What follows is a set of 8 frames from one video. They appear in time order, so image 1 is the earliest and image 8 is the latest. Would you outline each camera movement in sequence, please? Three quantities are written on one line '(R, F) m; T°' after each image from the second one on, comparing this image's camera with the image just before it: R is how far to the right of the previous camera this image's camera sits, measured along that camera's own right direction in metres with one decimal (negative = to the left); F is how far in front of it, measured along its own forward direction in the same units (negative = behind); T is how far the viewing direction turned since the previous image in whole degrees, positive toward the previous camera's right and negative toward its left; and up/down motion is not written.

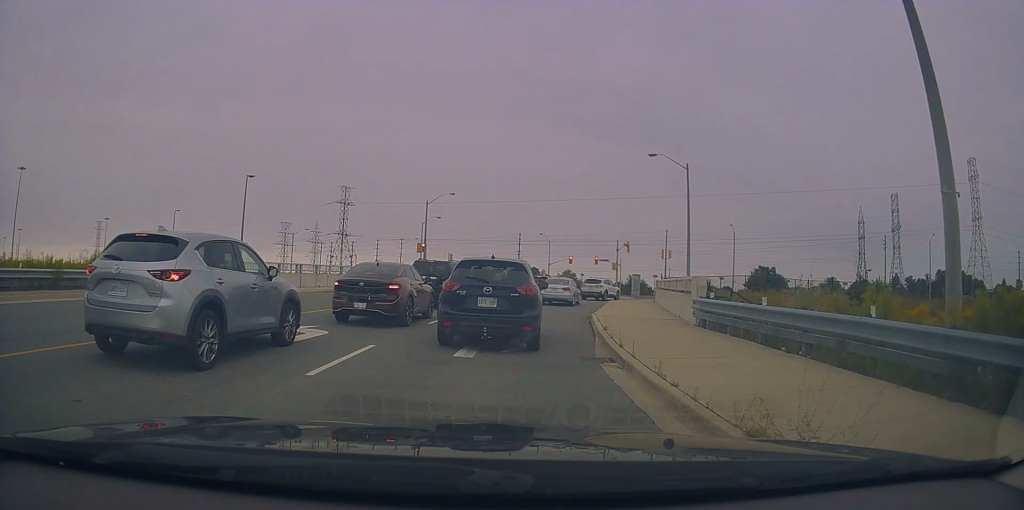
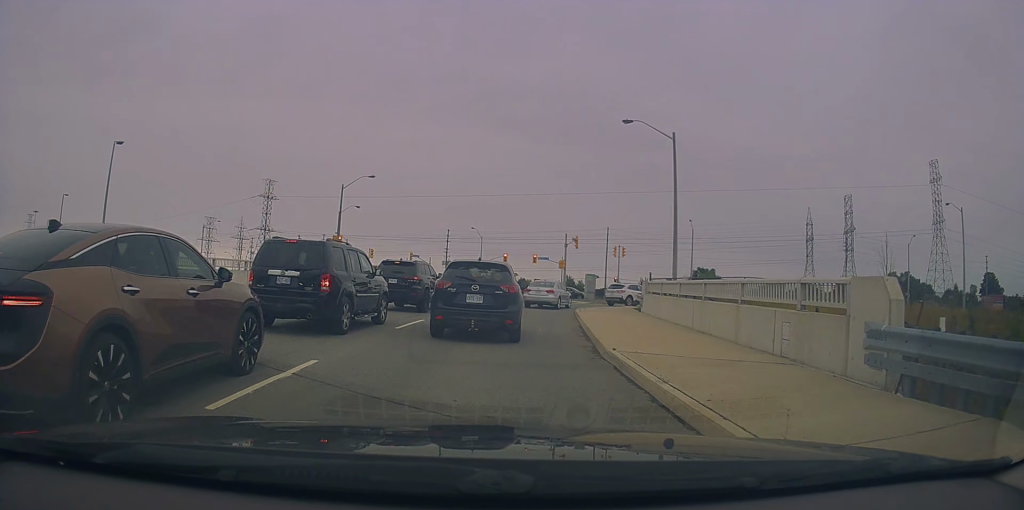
(+0.3, +10.5) m; +3°
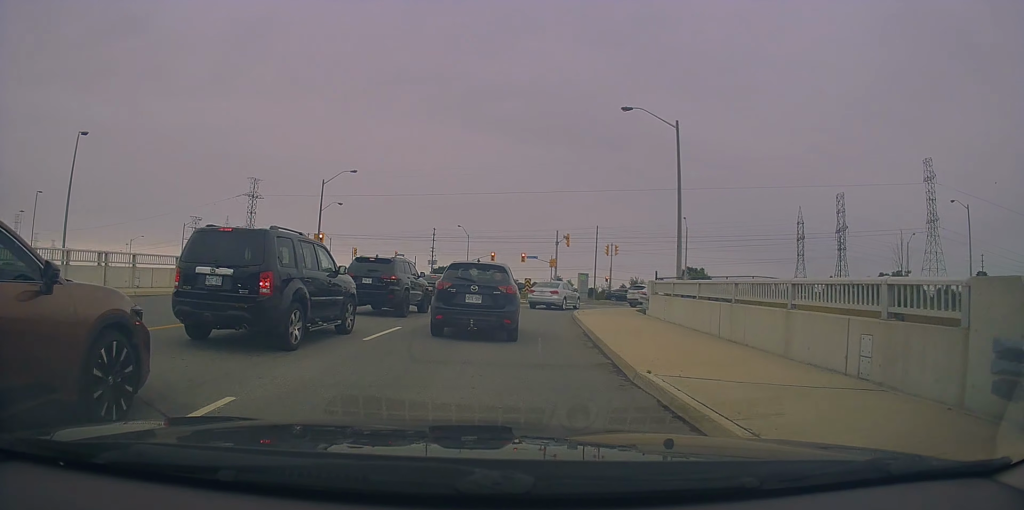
(-0.1, +2.7) m; +2°
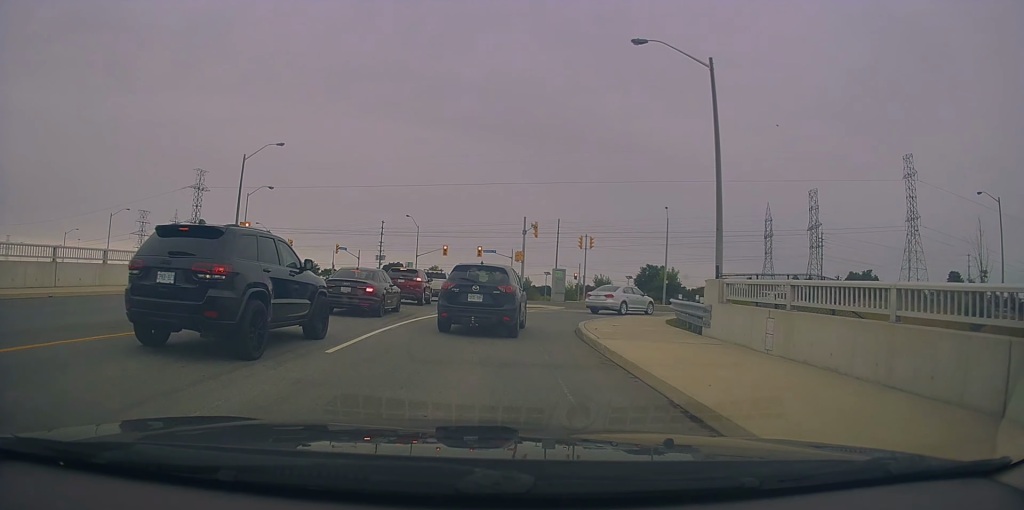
(+0.8, +9.6) m; +6°
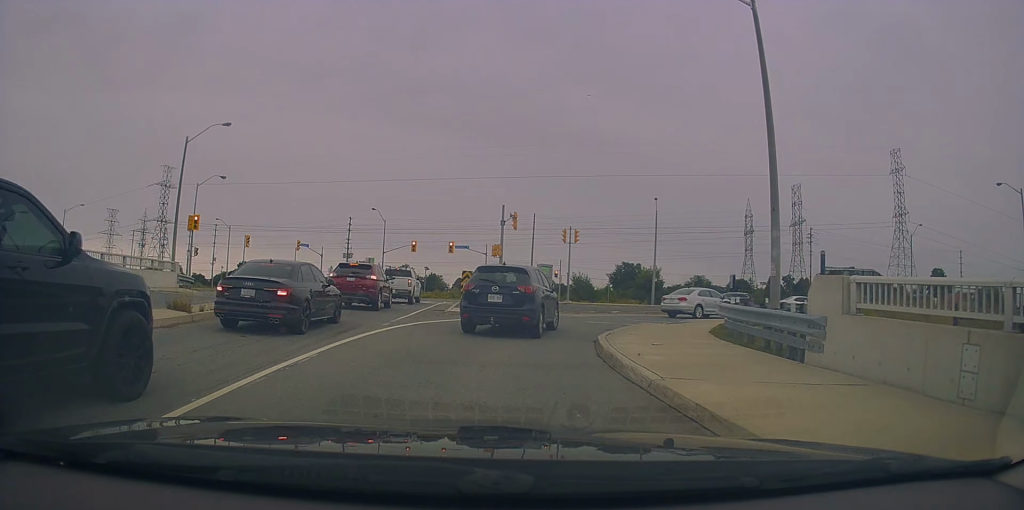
(0.0, +5.6) m; 0°
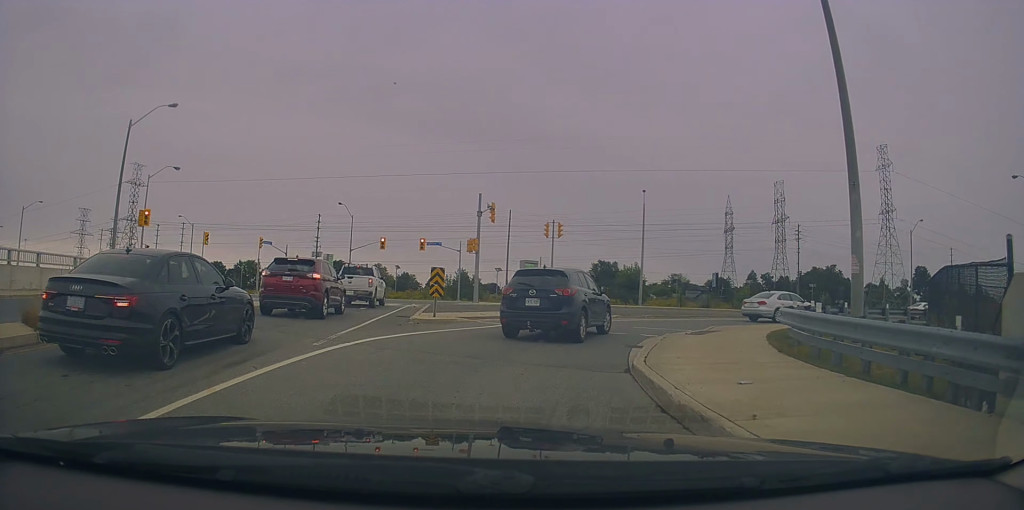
(0.0, +4.5) m; 0°
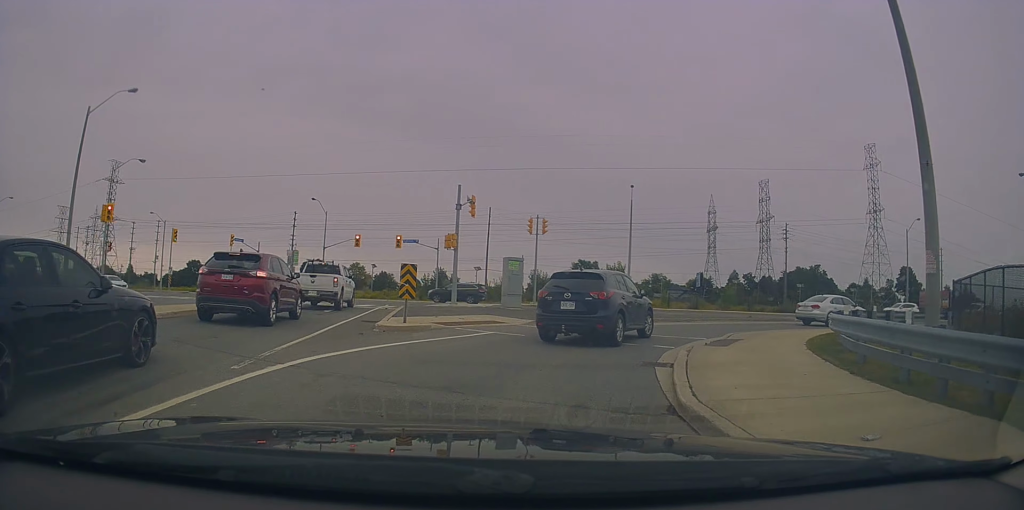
(0.0, +2.8) m; +5°
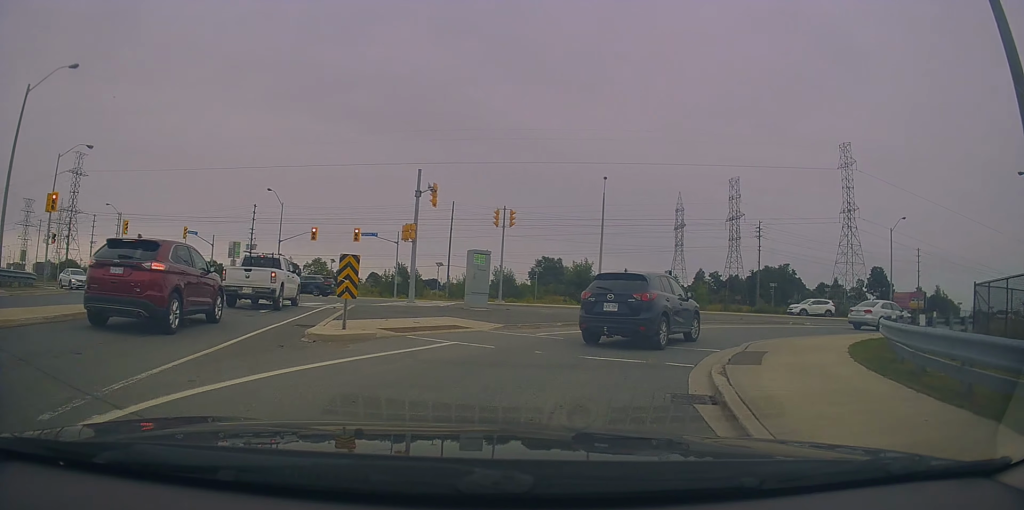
(-0.3, +3.2) m; +6°
